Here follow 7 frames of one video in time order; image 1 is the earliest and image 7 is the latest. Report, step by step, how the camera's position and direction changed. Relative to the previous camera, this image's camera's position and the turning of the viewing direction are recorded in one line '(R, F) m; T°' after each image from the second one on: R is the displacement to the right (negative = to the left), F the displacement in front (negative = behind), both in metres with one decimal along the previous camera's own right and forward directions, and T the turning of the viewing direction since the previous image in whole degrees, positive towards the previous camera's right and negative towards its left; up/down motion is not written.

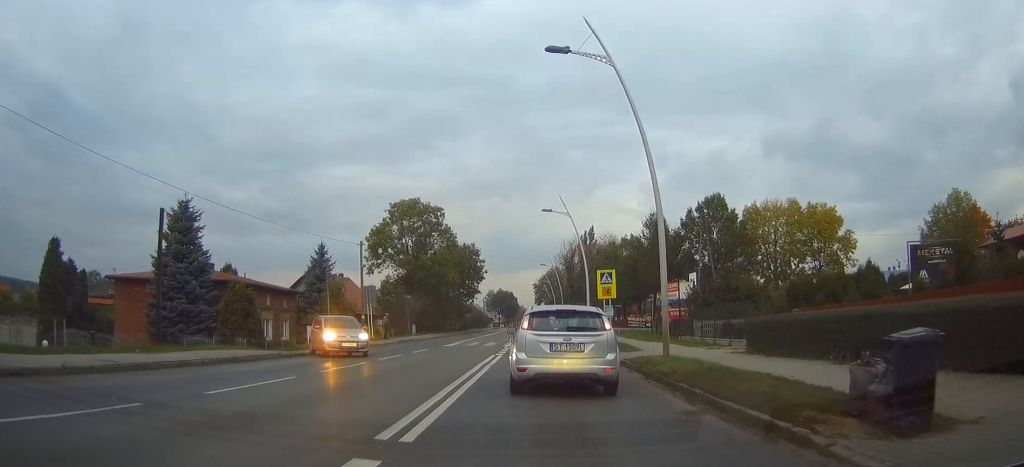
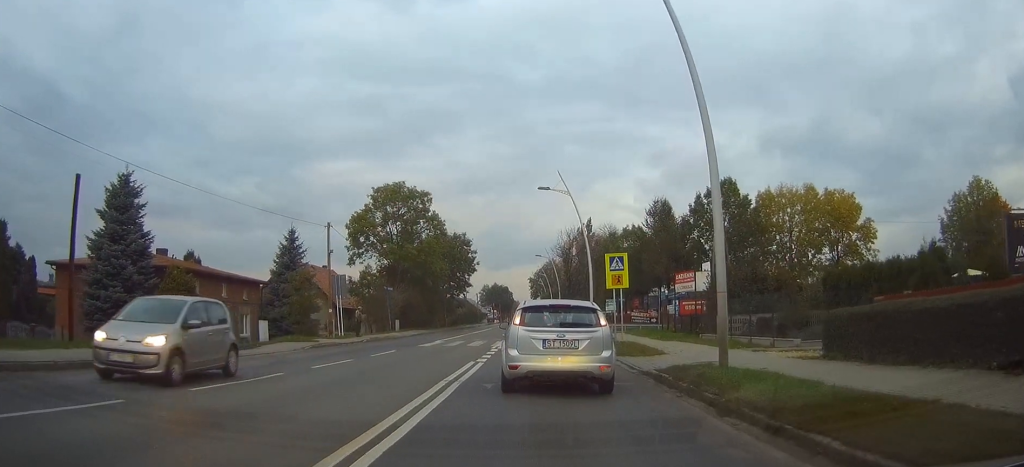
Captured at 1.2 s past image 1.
(0.0, +6.3) m; +1°
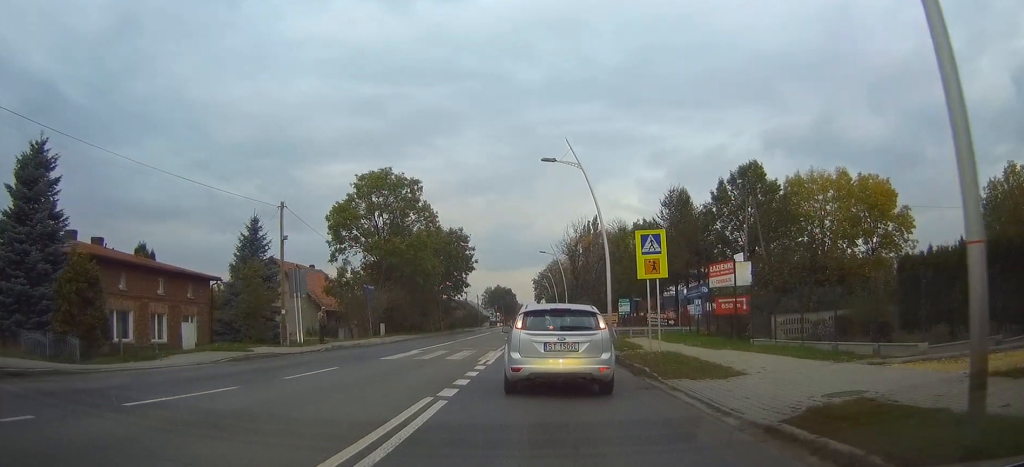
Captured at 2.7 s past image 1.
(+0.1, +8.2) m; 0°
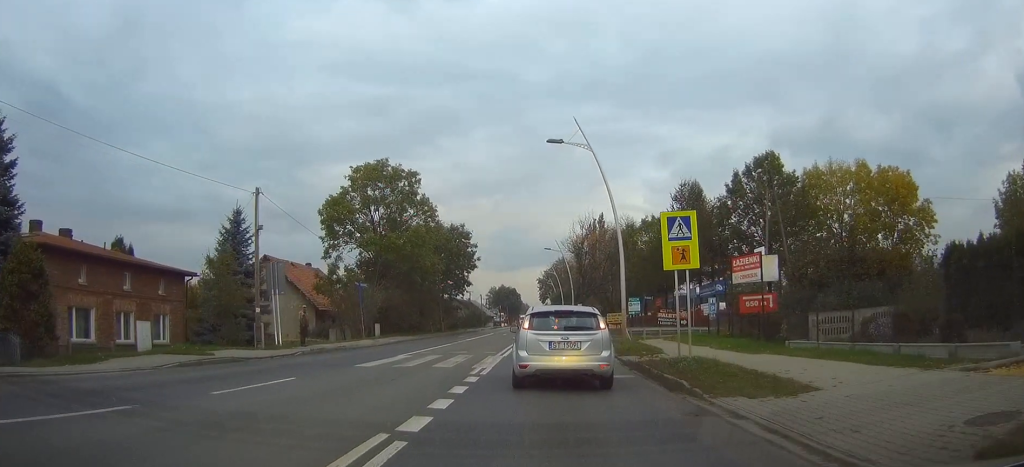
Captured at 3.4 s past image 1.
(0.0, +3.7) m; -1°
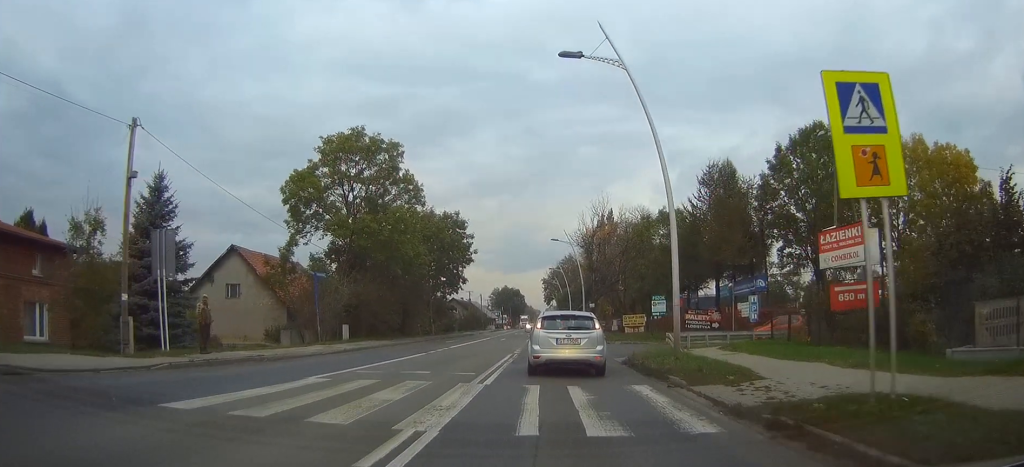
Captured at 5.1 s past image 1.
(+0.4, +11.1) m; +4°
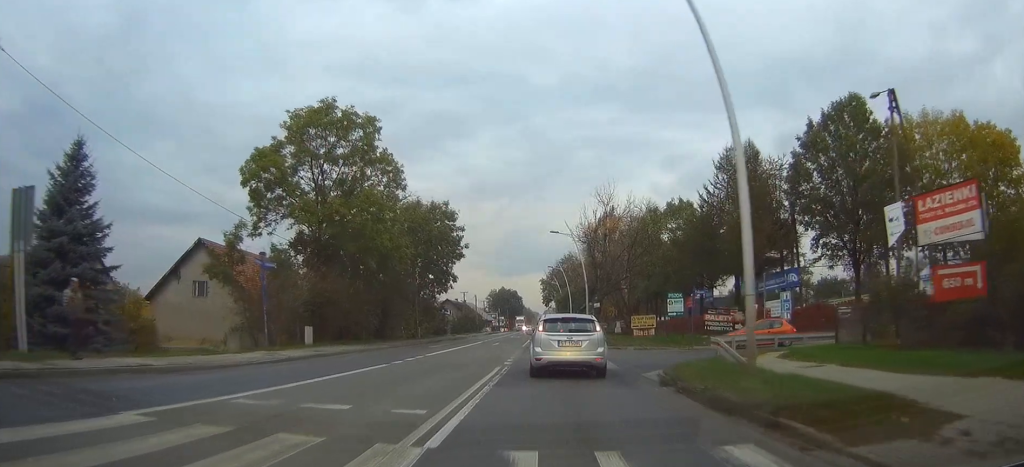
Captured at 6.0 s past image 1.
(+0.1, +6.6) m; 0°
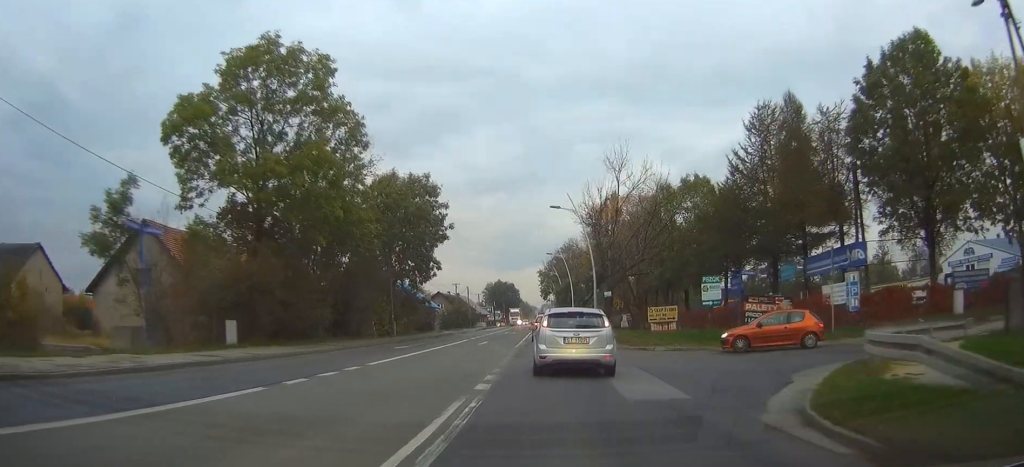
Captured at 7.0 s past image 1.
(-0.2, +8.6) m; -2°
